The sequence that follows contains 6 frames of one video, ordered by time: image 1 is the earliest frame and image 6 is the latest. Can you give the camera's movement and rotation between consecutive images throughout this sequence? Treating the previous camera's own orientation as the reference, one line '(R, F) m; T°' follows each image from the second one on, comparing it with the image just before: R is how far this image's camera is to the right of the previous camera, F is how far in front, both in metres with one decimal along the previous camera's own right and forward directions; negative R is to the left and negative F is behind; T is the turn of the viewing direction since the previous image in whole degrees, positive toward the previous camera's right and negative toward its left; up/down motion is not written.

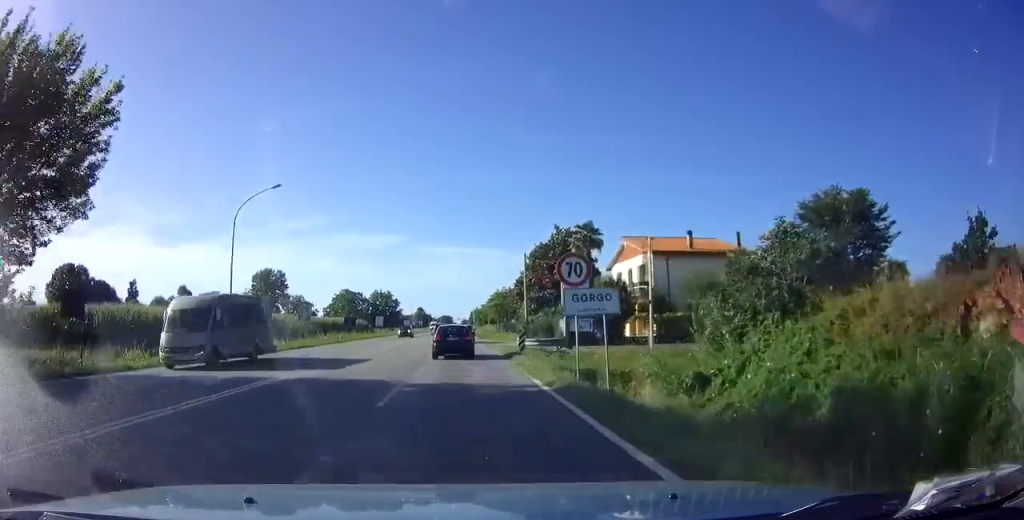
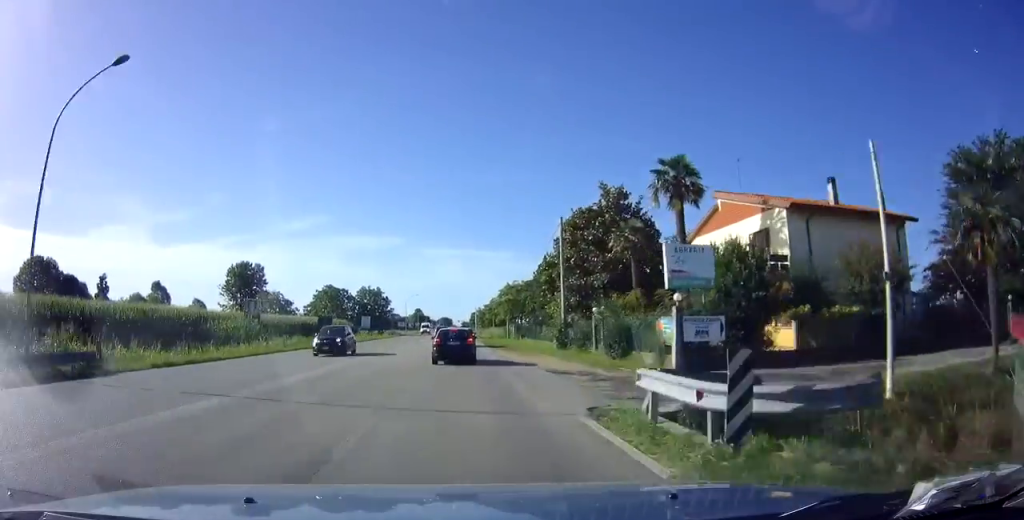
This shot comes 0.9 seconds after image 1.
(-0.1, +17.9) m; 0°
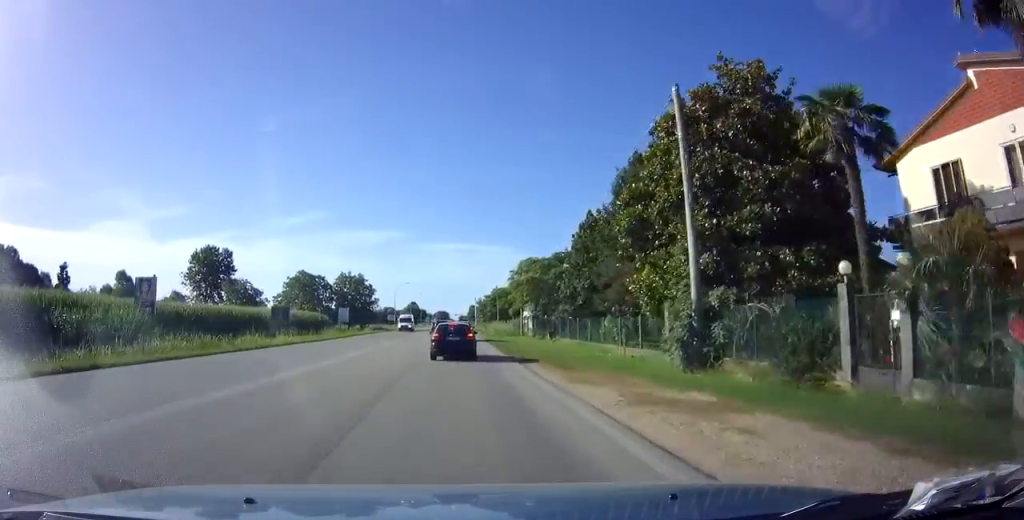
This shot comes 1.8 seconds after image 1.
(+0.1, +18.1) m; +1°
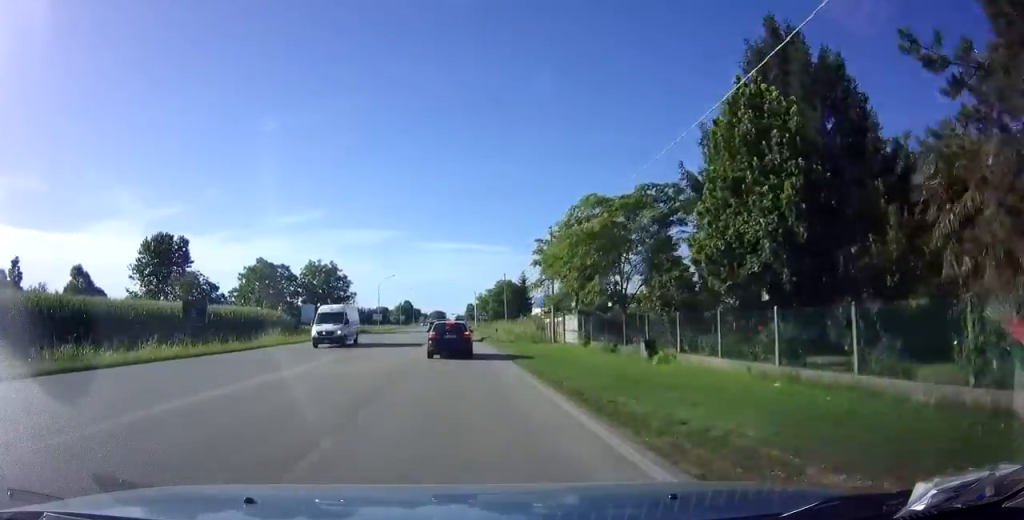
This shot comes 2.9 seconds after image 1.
(+0.1, +19.5) m; 0°
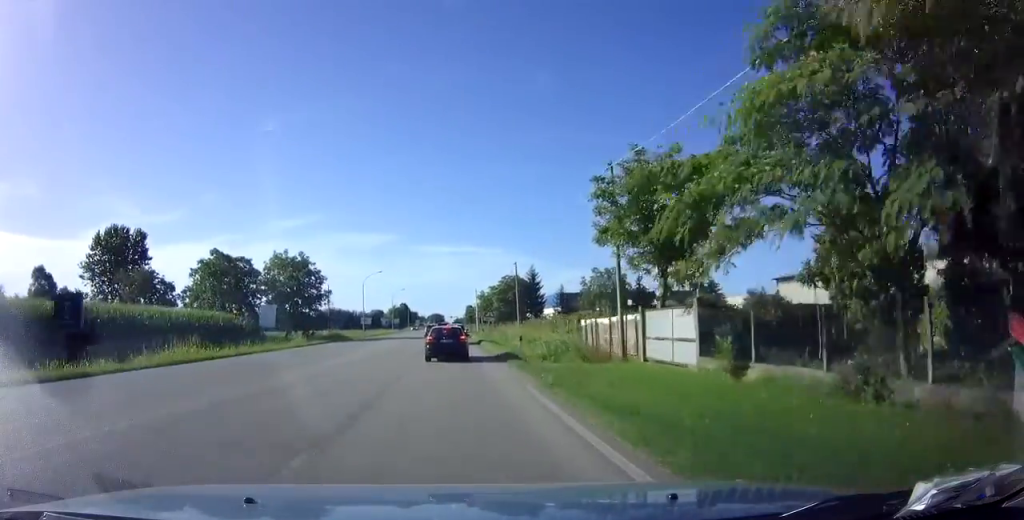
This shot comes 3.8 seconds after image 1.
(0.0, +15.0) m; 0°
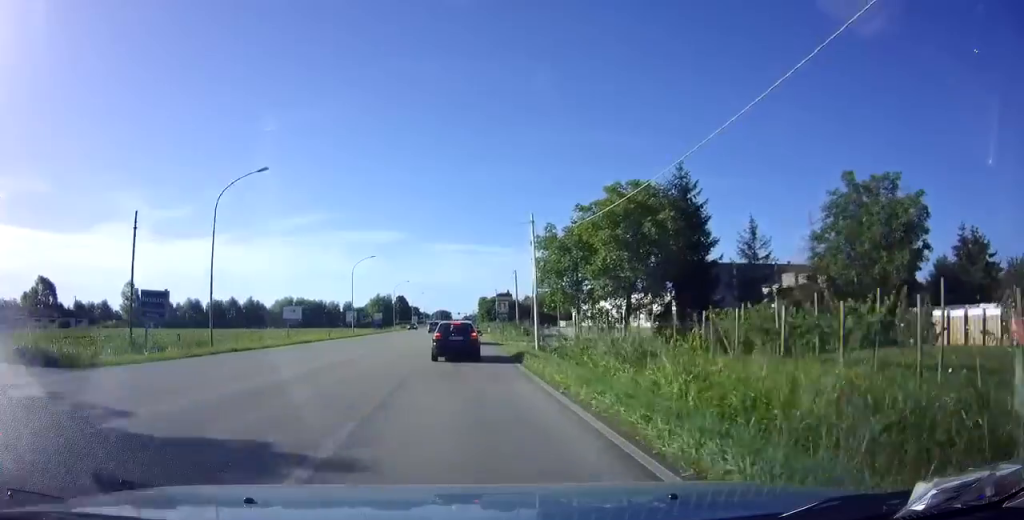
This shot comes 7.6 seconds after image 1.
(-0.2, +56.0) m; 0°
